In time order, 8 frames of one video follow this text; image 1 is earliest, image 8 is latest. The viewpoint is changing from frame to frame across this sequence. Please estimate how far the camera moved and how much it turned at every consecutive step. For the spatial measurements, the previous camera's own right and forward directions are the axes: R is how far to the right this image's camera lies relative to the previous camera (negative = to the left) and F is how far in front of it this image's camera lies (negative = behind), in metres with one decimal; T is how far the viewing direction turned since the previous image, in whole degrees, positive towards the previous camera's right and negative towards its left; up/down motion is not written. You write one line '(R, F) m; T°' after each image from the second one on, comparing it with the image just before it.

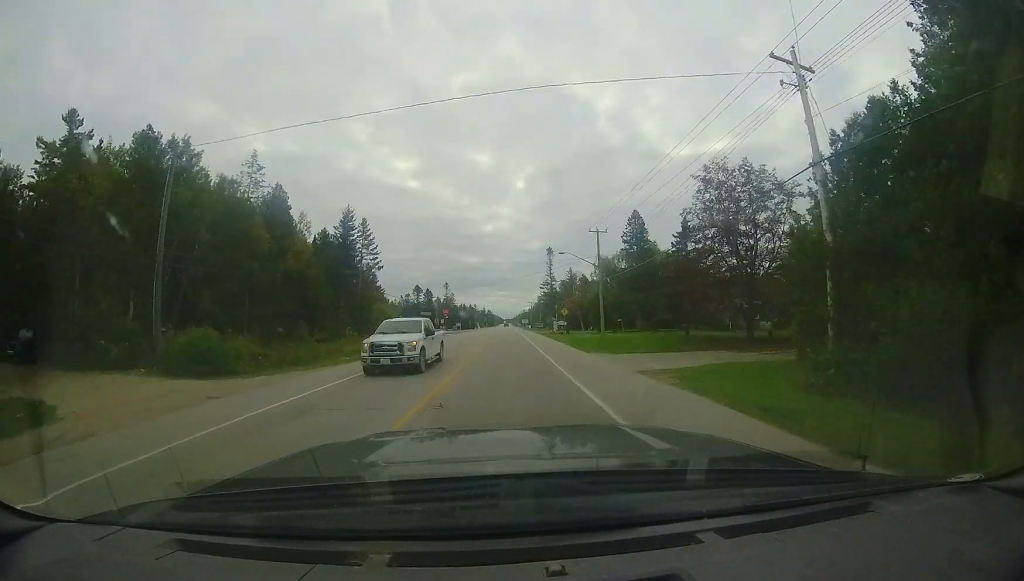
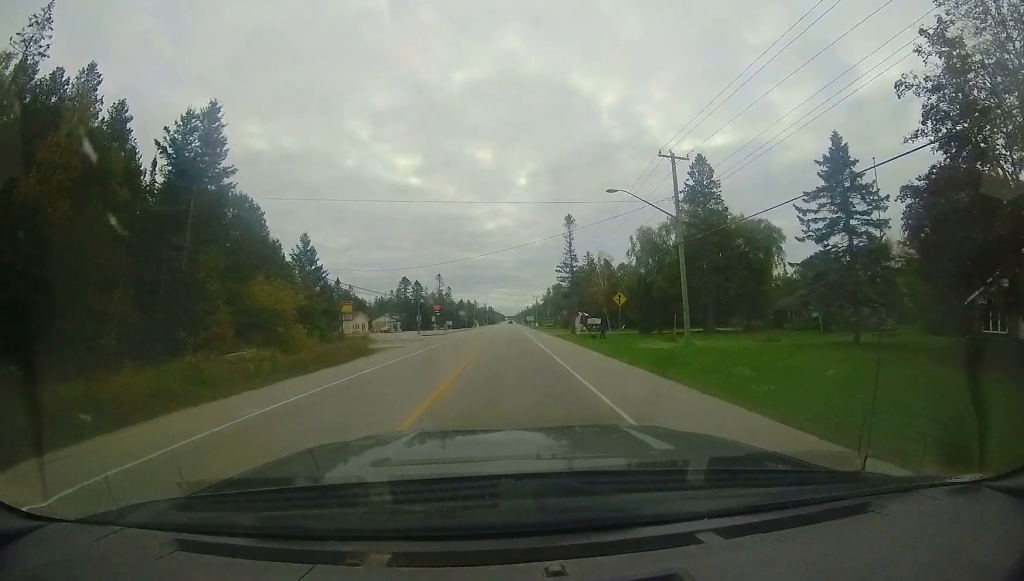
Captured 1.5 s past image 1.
(+0.2, +16.7) m; +1°
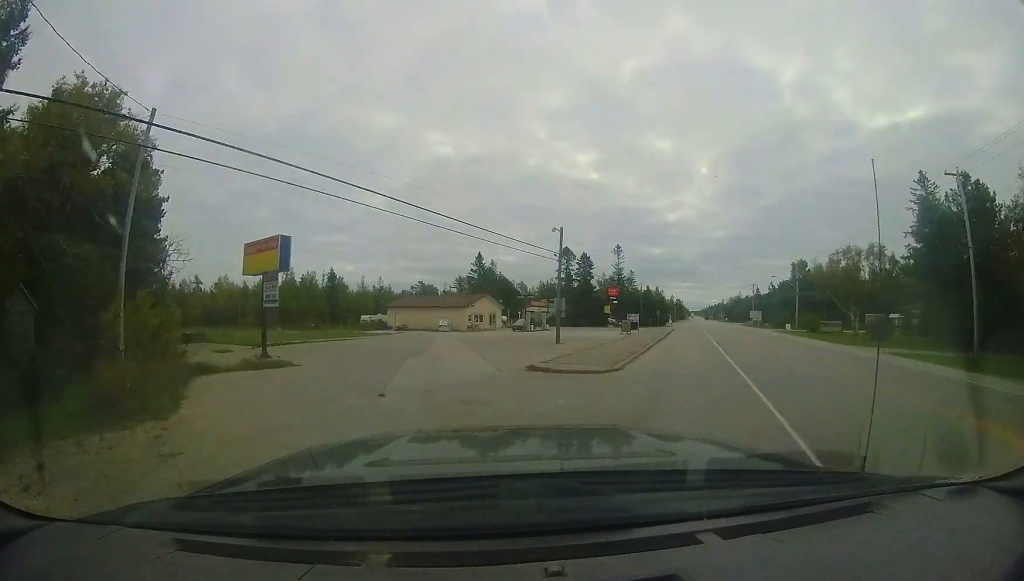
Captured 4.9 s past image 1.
(-3.7, +34.2) m; -19°
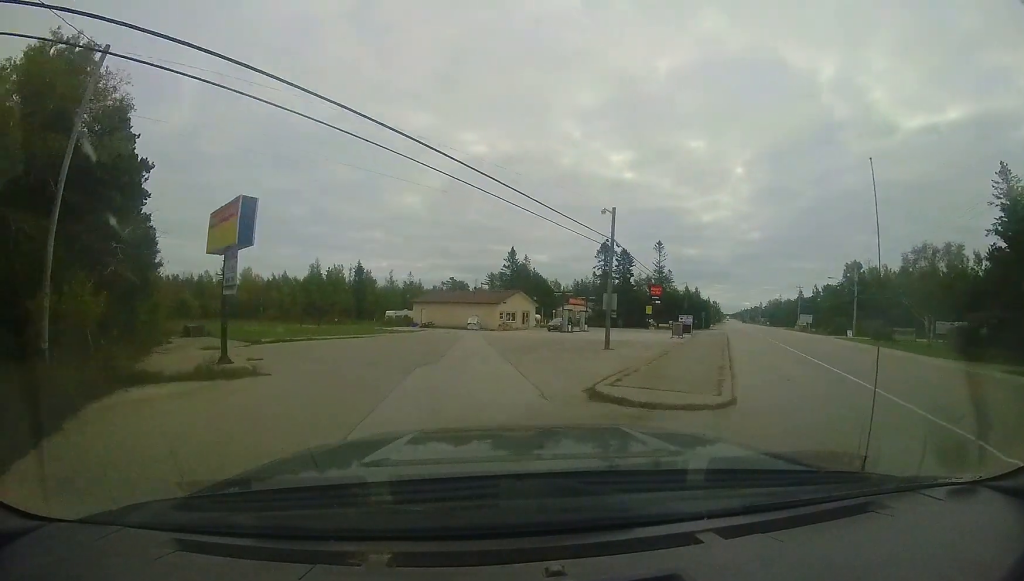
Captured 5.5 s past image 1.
(-0.1, +5.7) m; -5°
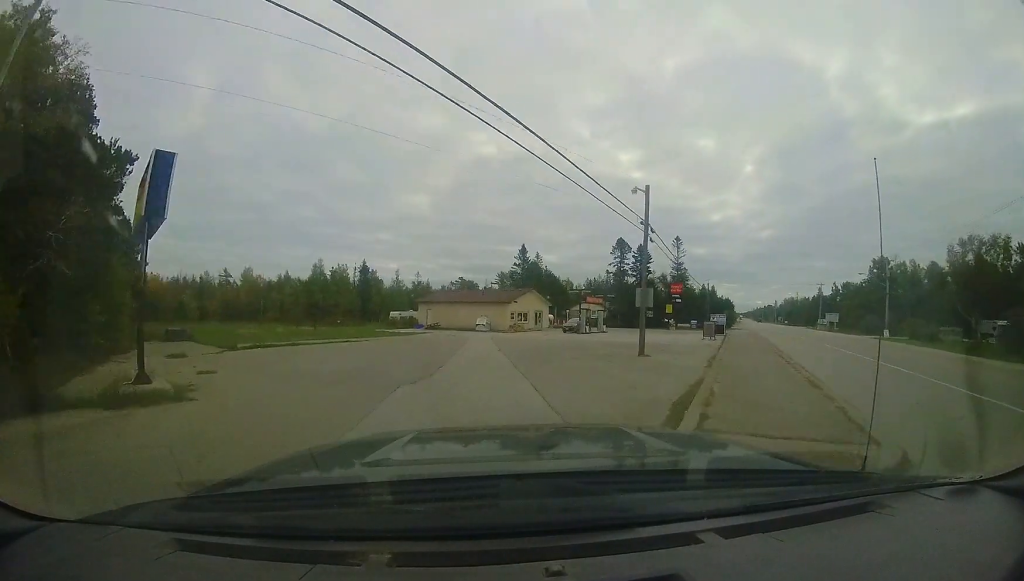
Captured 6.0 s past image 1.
(-0.4, +4.2) m; -3°
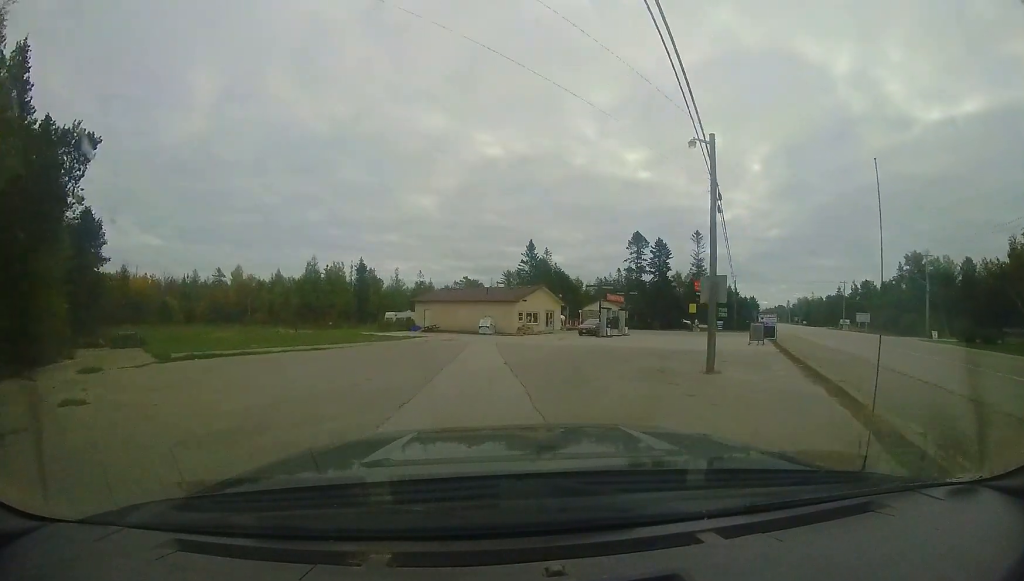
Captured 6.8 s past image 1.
(-0.2, +6.3) m; -5°
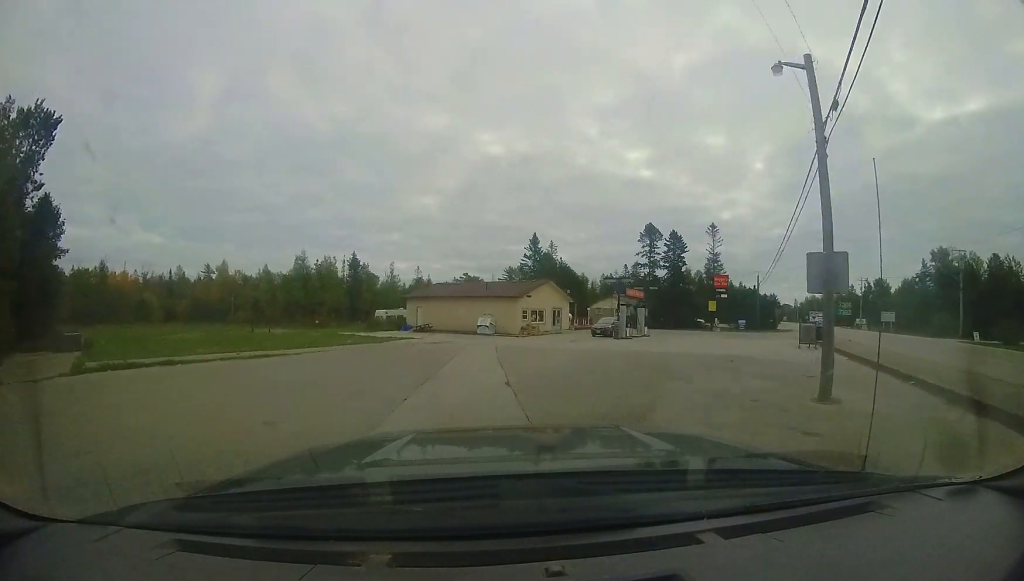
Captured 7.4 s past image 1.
(-0.3, +5.2) m; -1°
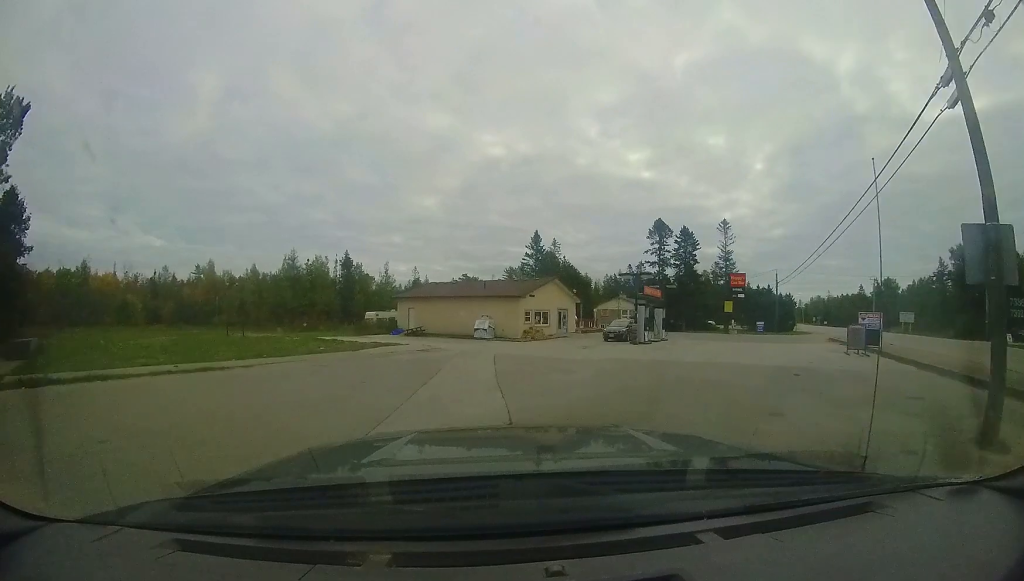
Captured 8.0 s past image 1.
(-0.2, +4.2) m; 0°
